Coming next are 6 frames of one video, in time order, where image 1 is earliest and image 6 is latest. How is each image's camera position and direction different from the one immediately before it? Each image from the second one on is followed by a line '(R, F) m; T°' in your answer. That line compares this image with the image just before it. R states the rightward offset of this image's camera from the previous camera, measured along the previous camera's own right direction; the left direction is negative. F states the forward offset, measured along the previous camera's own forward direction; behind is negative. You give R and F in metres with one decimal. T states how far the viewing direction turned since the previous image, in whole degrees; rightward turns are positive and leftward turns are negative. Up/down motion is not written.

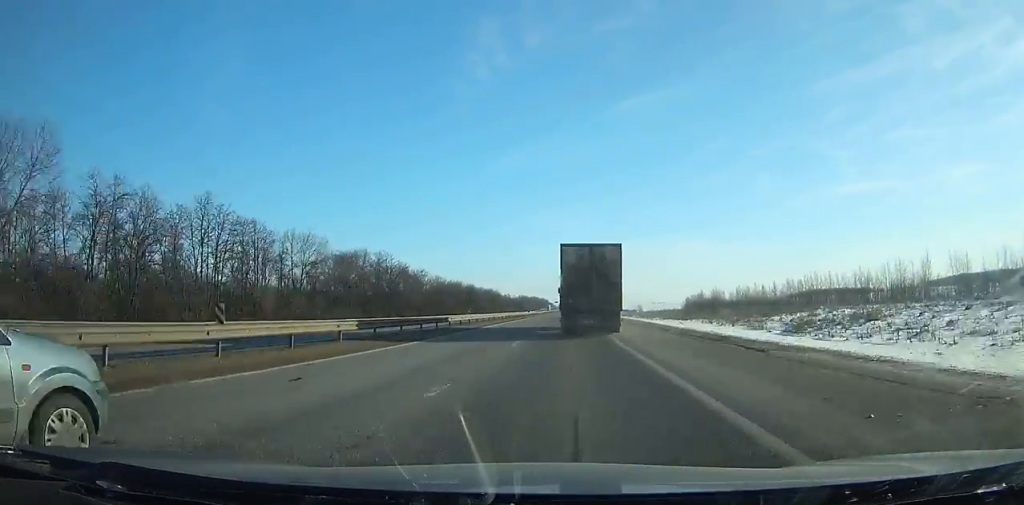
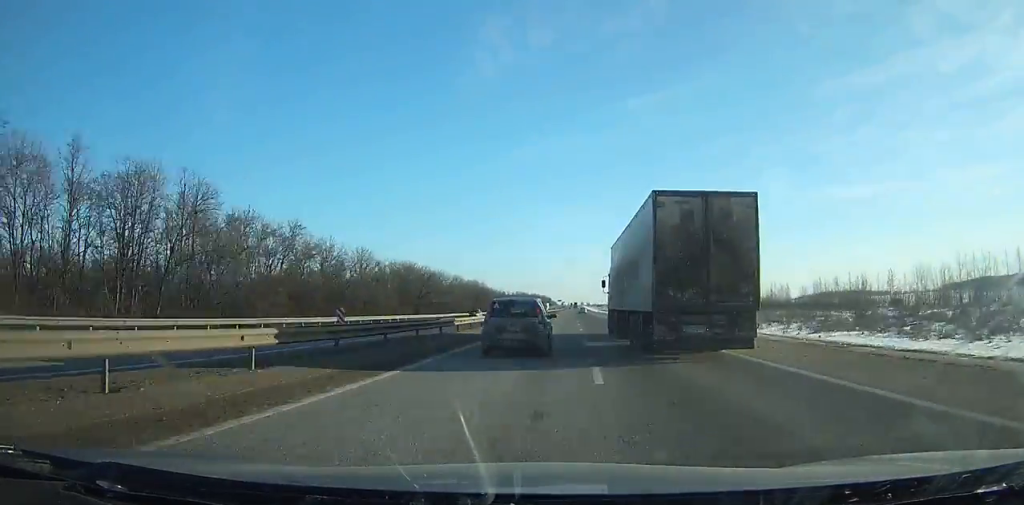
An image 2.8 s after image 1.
(-0.3, +73.1) m; 0°
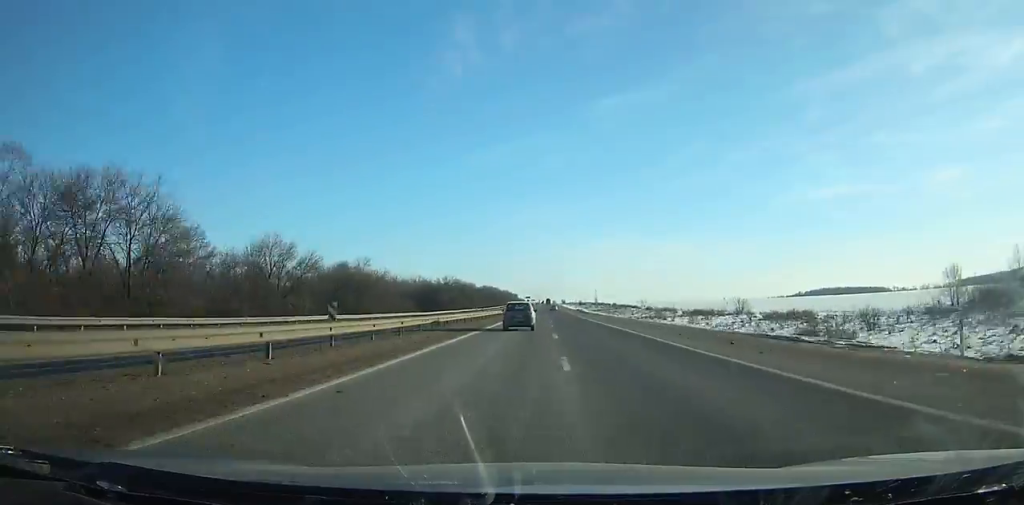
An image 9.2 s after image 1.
(+3.5, +179.8) m; +2°
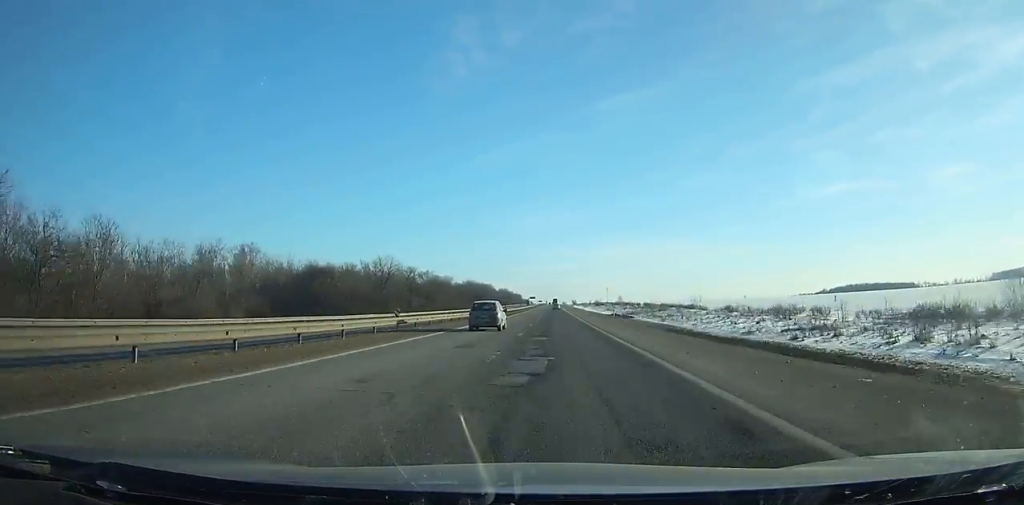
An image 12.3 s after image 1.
(+0.1, +93.0) m; 0°
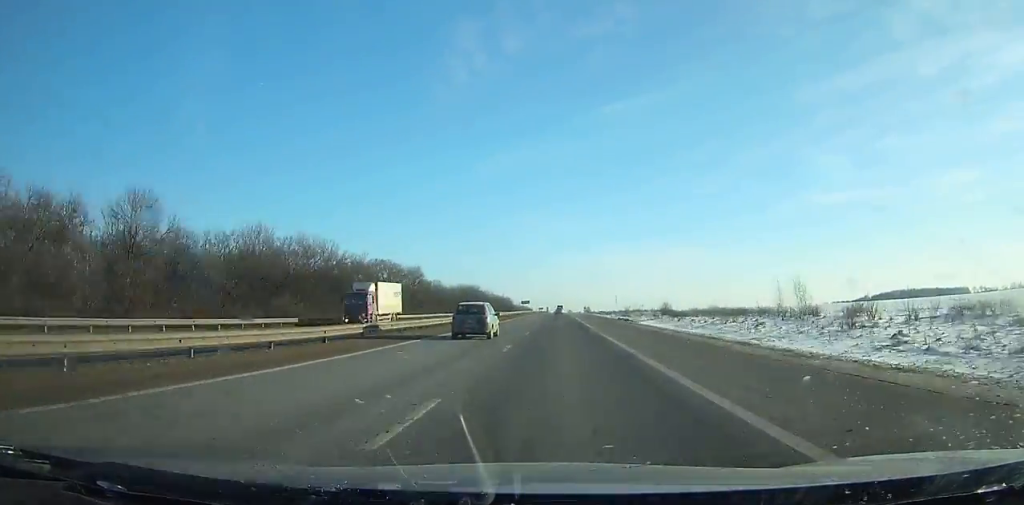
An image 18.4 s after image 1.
(-1.5, +187.7) m; -1°
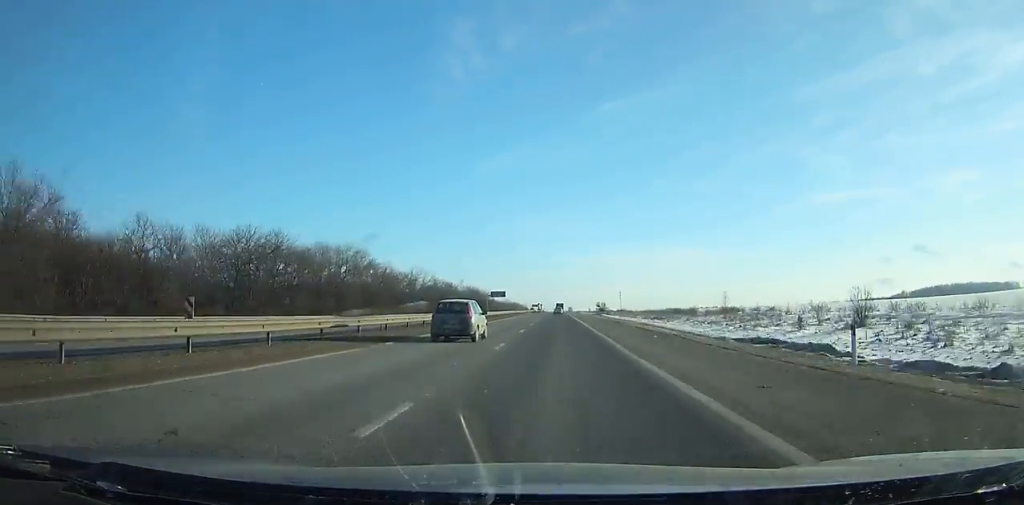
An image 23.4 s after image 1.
(+0.2, +155.5) m; 0°
